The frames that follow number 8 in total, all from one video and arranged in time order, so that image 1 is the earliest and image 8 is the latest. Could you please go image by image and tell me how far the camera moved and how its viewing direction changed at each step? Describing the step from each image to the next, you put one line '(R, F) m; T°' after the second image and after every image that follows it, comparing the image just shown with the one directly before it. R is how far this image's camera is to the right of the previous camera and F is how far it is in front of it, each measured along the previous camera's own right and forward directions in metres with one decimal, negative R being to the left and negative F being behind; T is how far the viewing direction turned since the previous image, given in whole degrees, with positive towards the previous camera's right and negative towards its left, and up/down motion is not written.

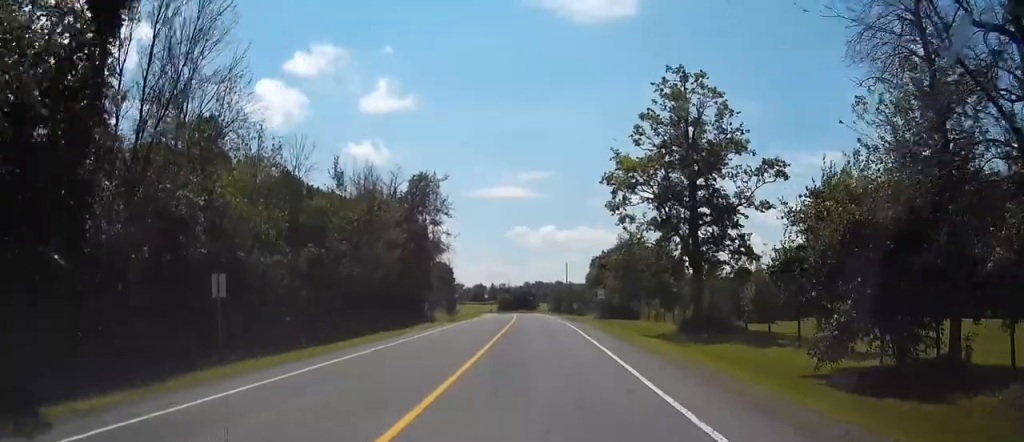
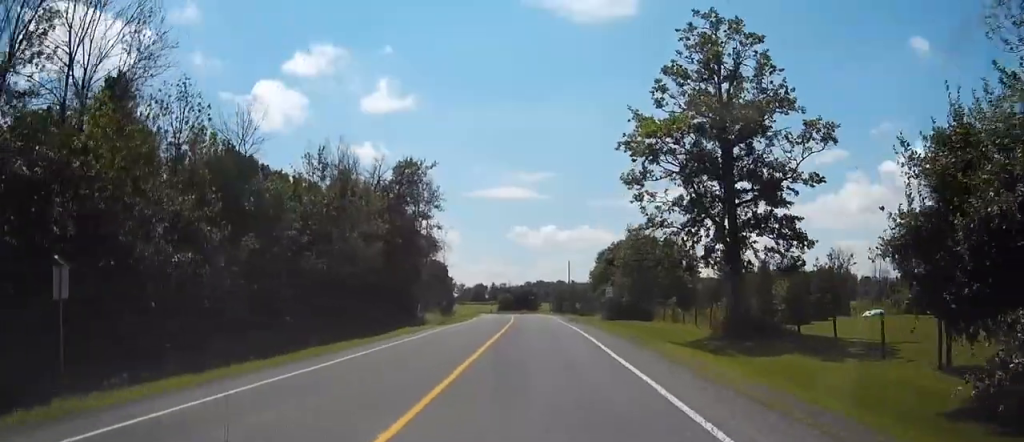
(0.0, +7.4) m; 0°
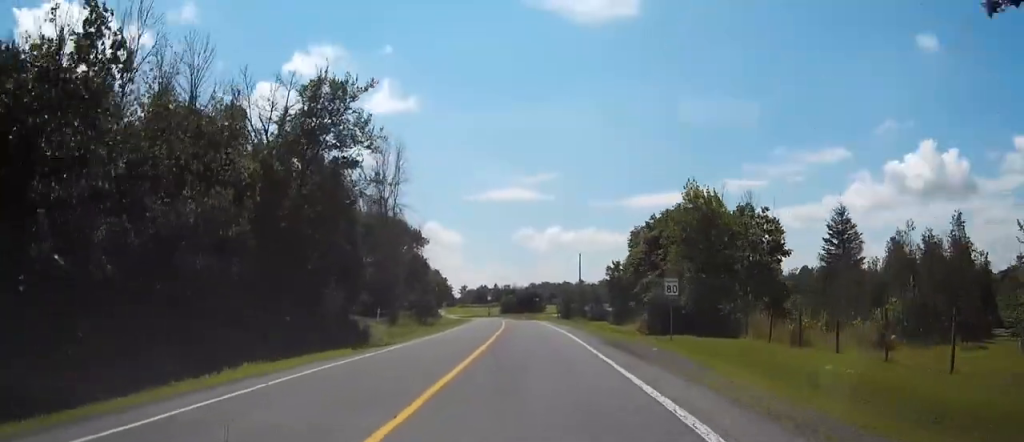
(0.0, +26.0) m; 0°
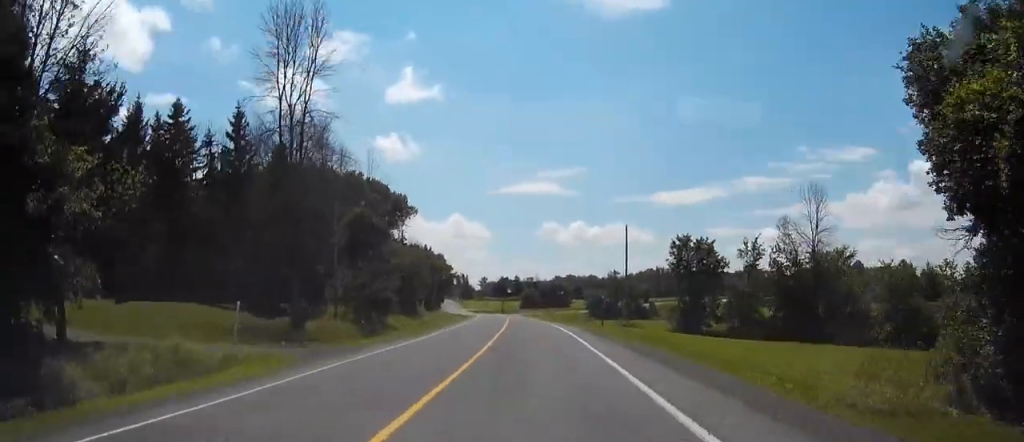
(-0.5, +37.2) m; -1°
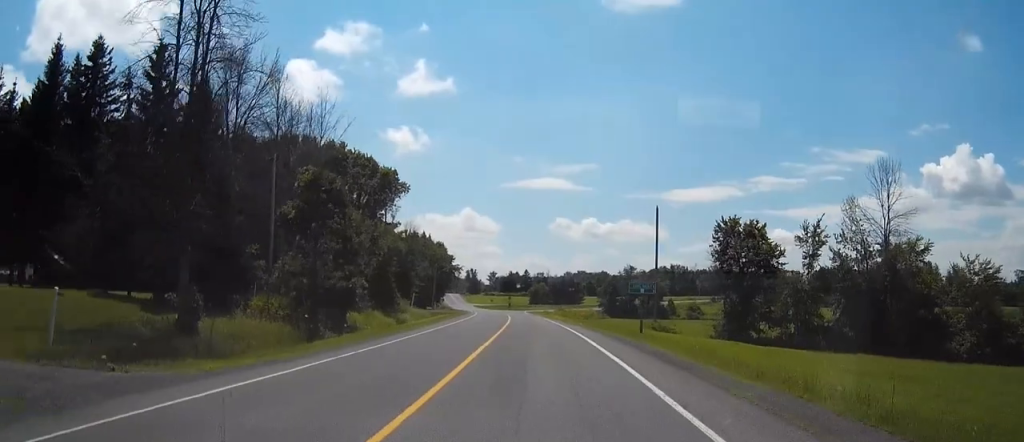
(0.0, +14.8) m; 0°
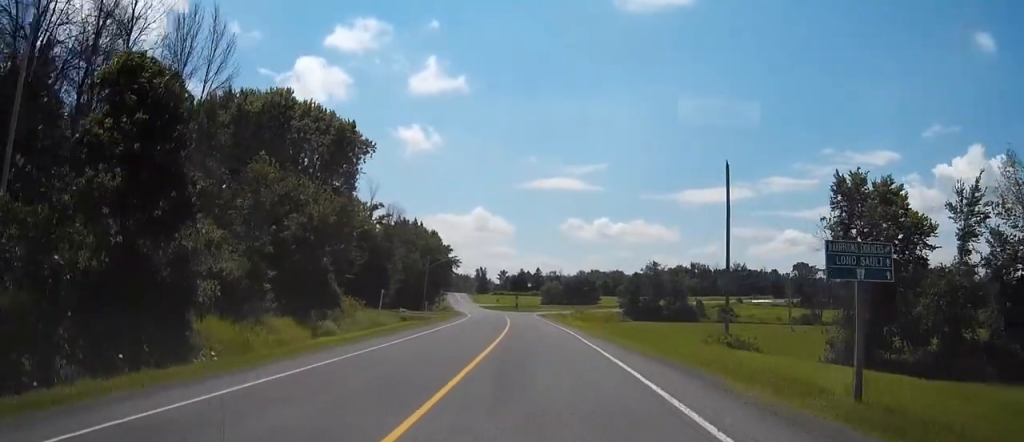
(0.0, +22.7) m; -1°
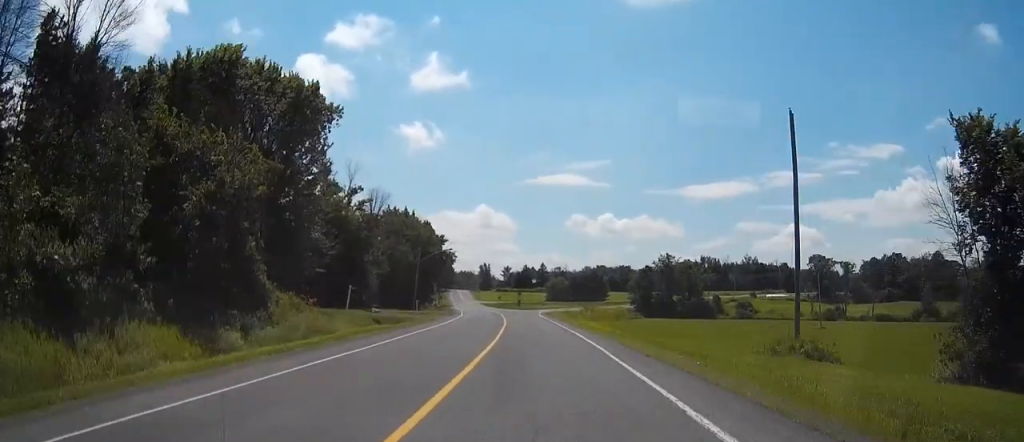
(-0.2, +12.2) m; -1°
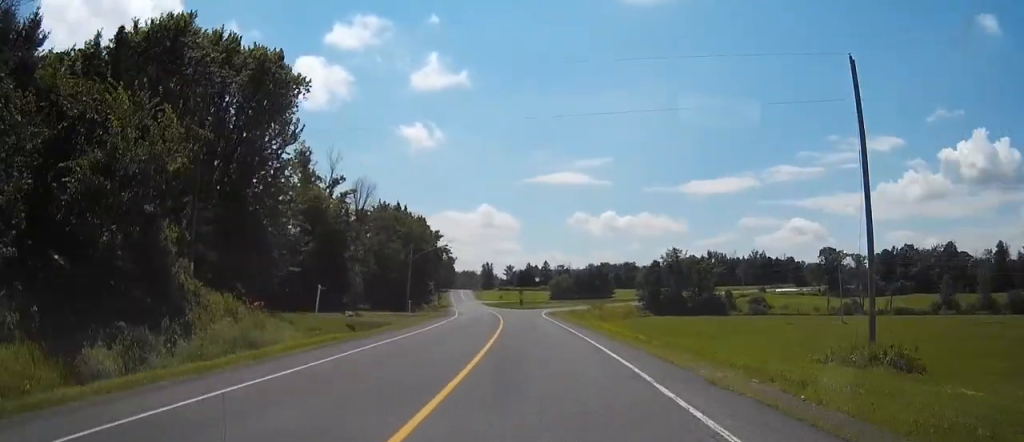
(-0.1, +8.0) m; -1°
